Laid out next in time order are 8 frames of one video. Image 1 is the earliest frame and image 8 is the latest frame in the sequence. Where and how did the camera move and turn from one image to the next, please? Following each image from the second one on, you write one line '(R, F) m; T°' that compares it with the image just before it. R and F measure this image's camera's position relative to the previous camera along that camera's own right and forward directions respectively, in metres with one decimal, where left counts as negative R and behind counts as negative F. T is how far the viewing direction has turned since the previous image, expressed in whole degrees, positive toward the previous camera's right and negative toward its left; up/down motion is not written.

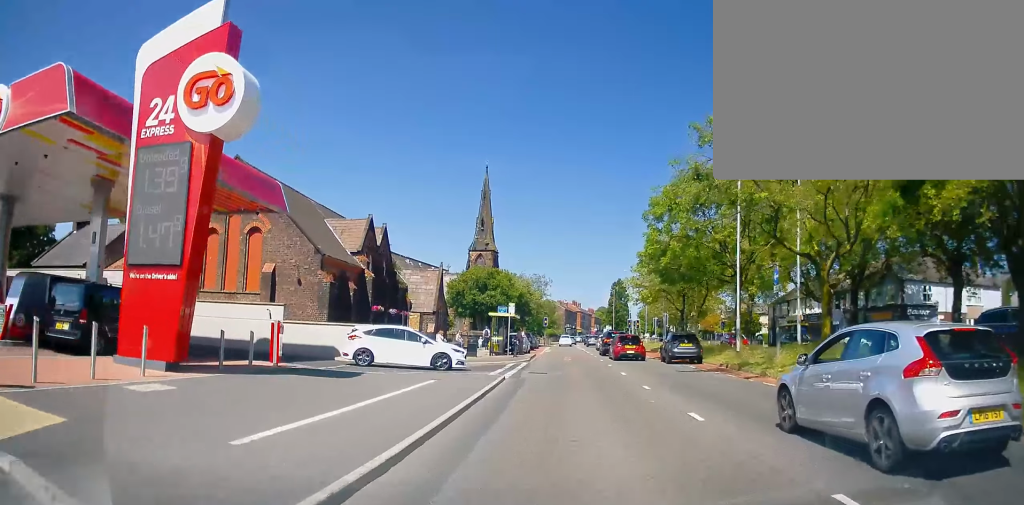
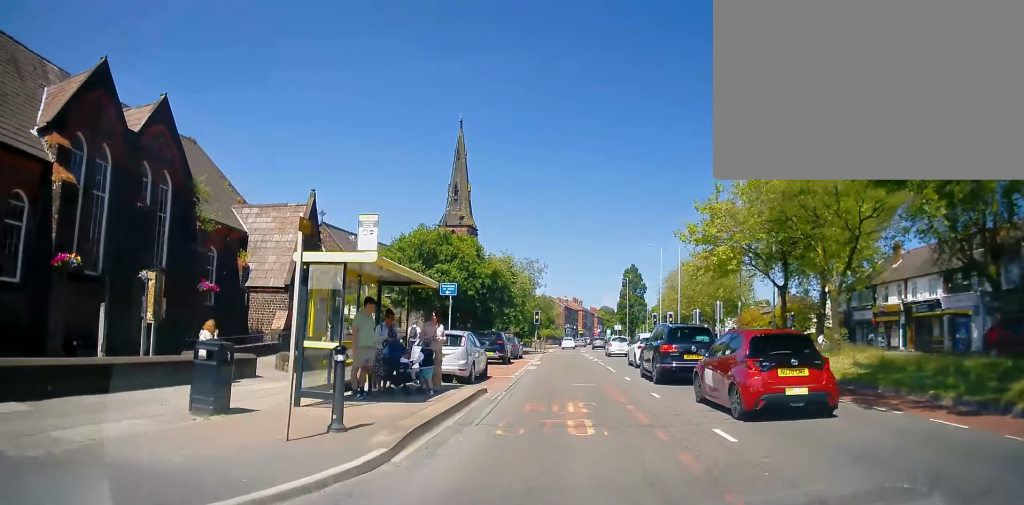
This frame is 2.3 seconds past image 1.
(-0.4, +24.6) m; -1°
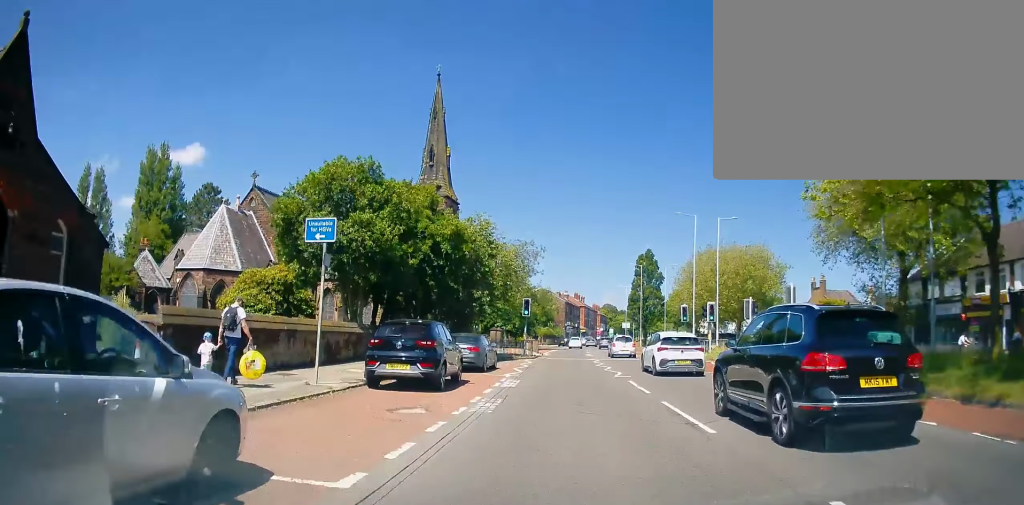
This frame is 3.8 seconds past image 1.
(0.0, +15.4) m; +1°
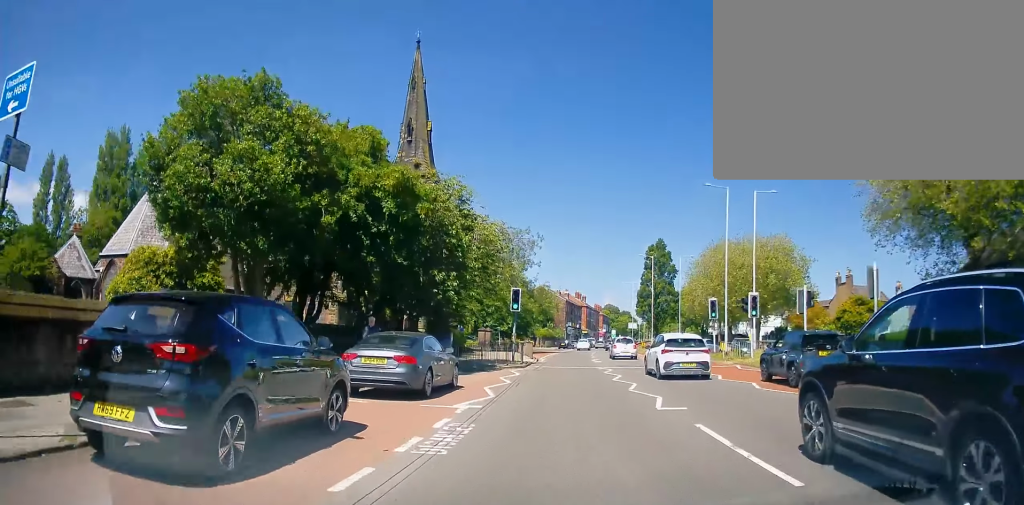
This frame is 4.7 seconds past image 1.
(+0.1, +9.0) m; +1°
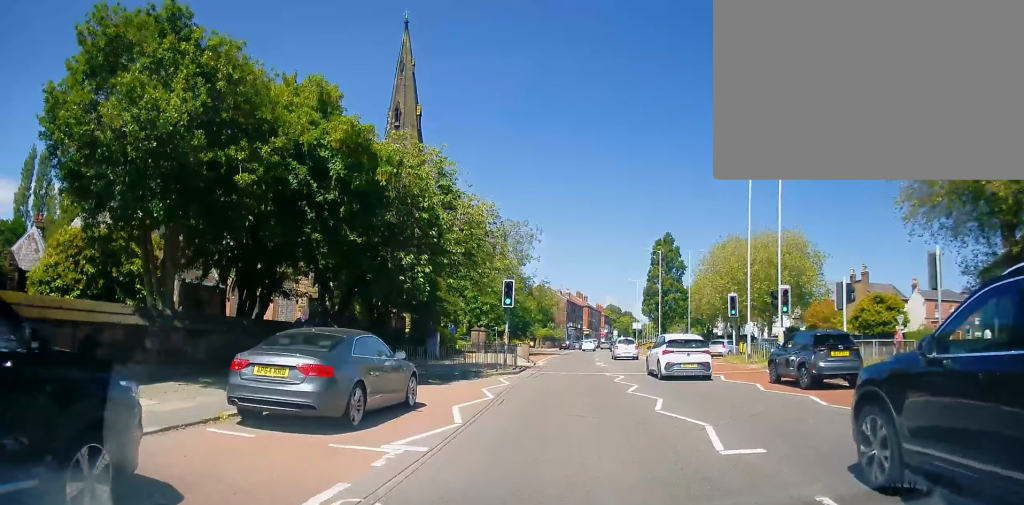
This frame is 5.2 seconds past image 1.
(+0.1, +4.3) m; 0°
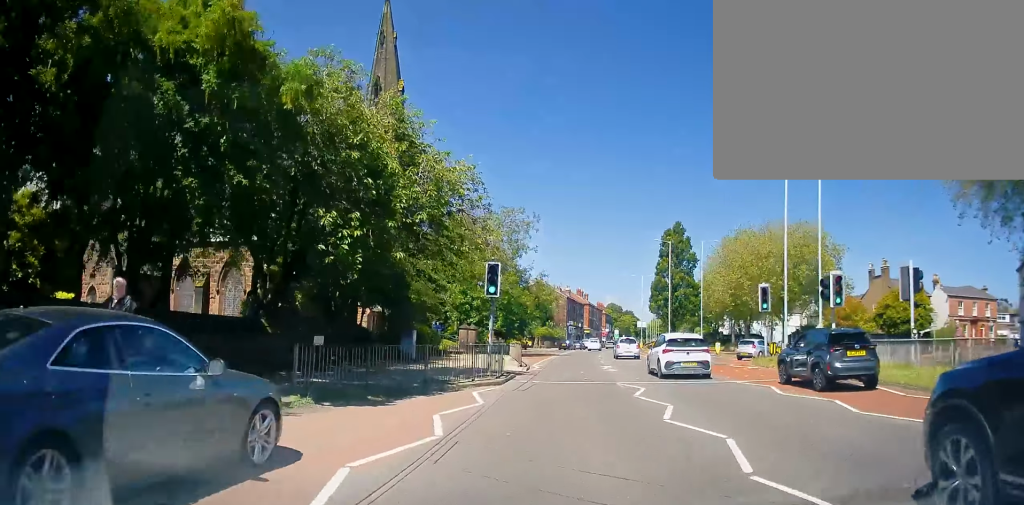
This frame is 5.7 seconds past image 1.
(0.0, +5.6) m; 0°
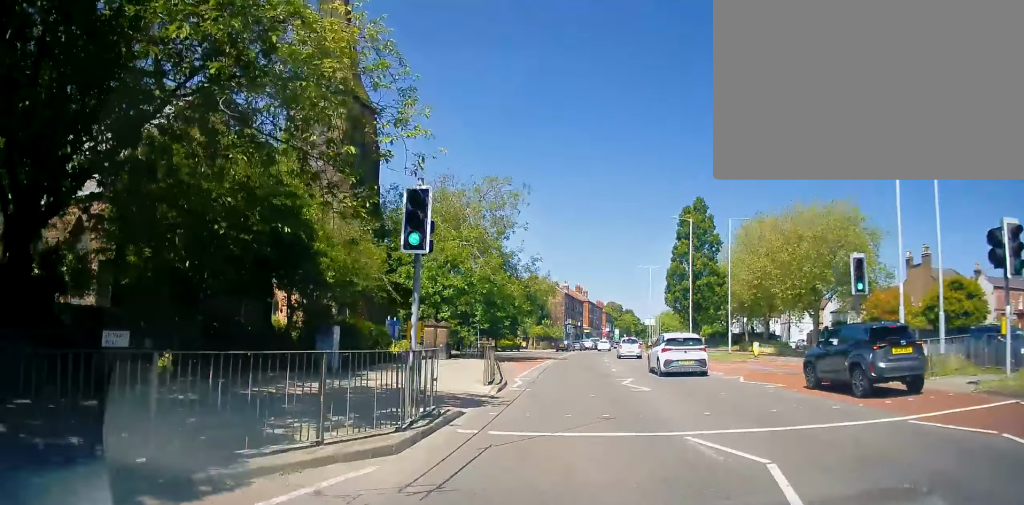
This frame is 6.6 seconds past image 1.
(-0.1, +10.1) m; 0°
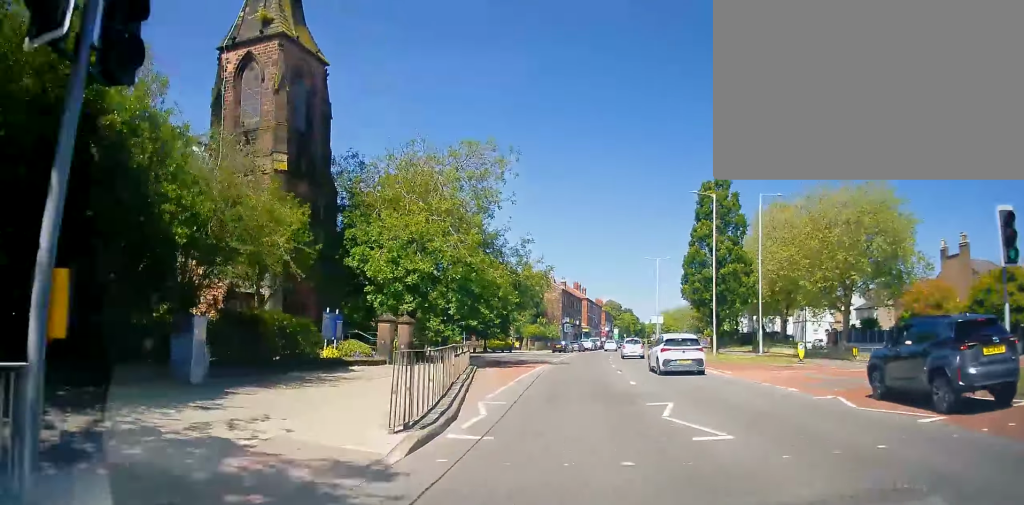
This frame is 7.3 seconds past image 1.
(+0.2, +7.8) m; -1°
